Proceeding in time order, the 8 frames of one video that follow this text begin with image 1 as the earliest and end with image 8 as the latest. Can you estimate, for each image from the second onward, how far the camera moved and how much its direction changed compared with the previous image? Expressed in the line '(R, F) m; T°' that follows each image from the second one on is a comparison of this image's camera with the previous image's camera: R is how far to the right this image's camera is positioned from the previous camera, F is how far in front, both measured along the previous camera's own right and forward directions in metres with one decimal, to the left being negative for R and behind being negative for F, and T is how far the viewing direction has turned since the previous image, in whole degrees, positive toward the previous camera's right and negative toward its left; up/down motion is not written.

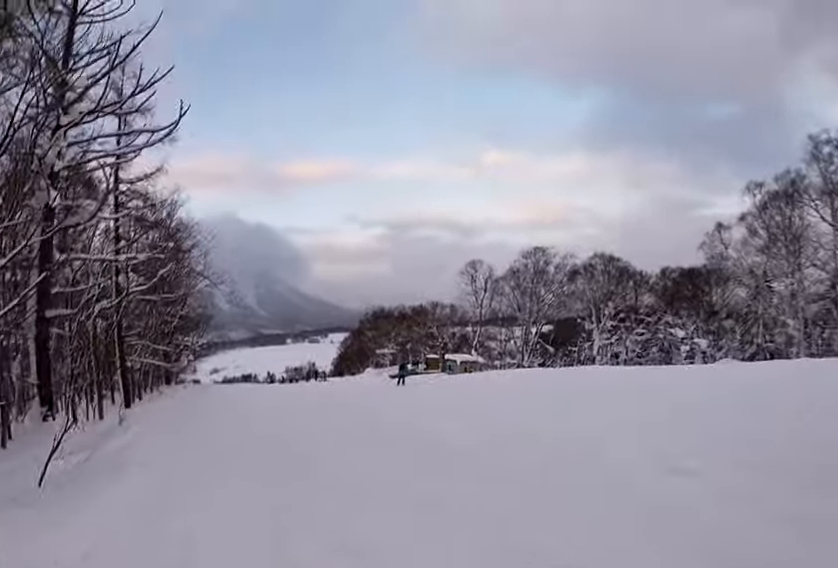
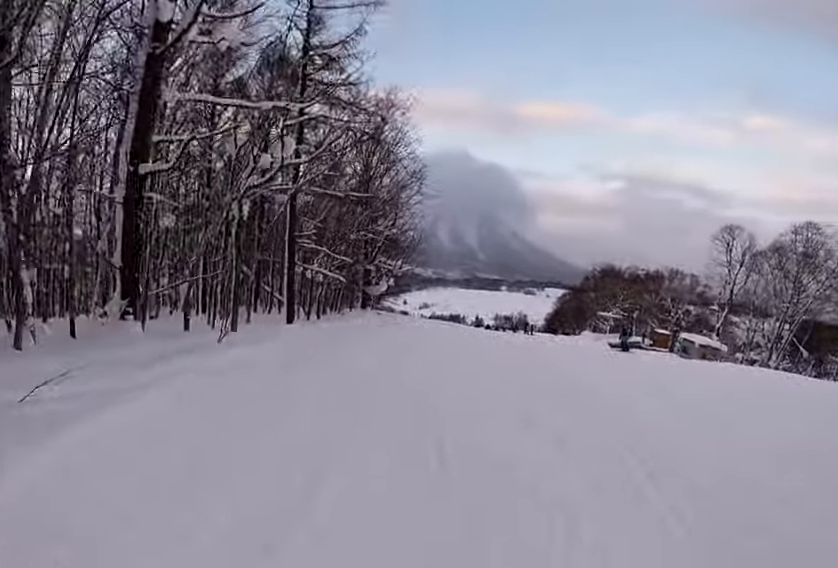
(-1.2, +5.6) m; -10°
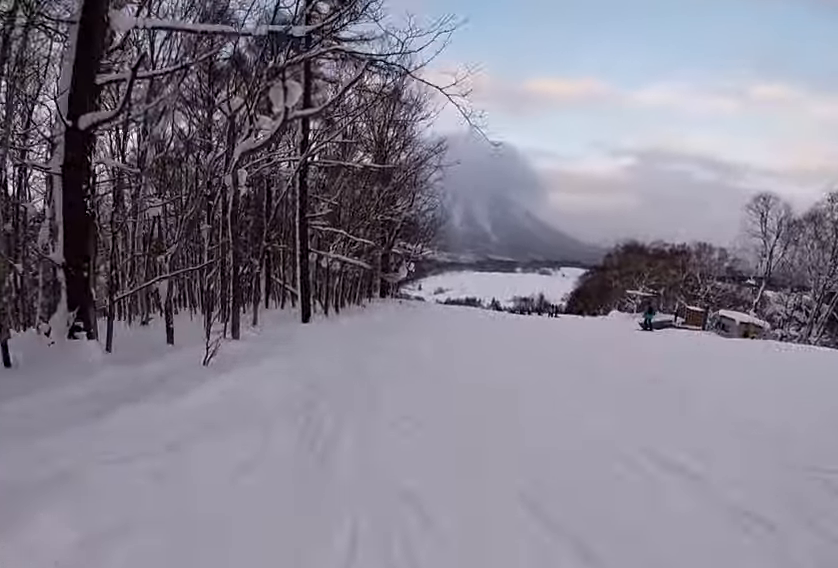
(+0.3, +3.2) m; +1°
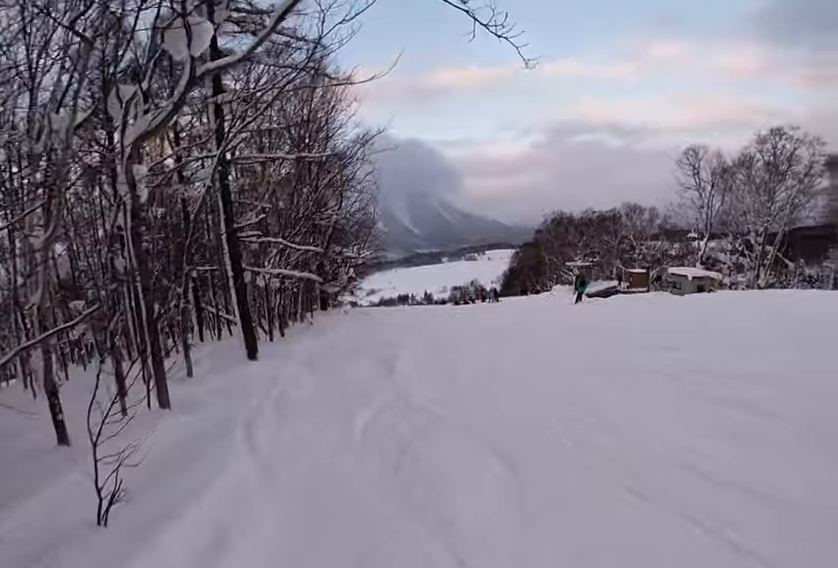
(-0.2, +3.5) m; +3°
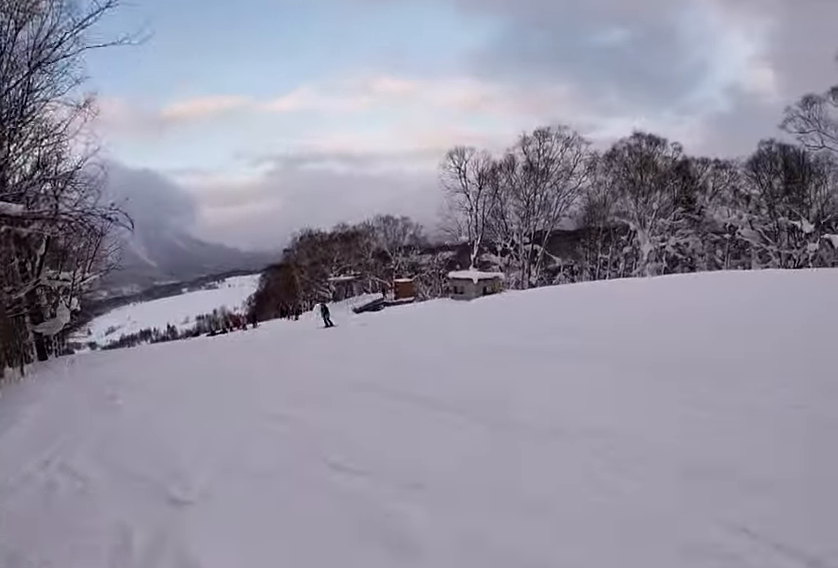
(+1.8, +9.7) m; +17°
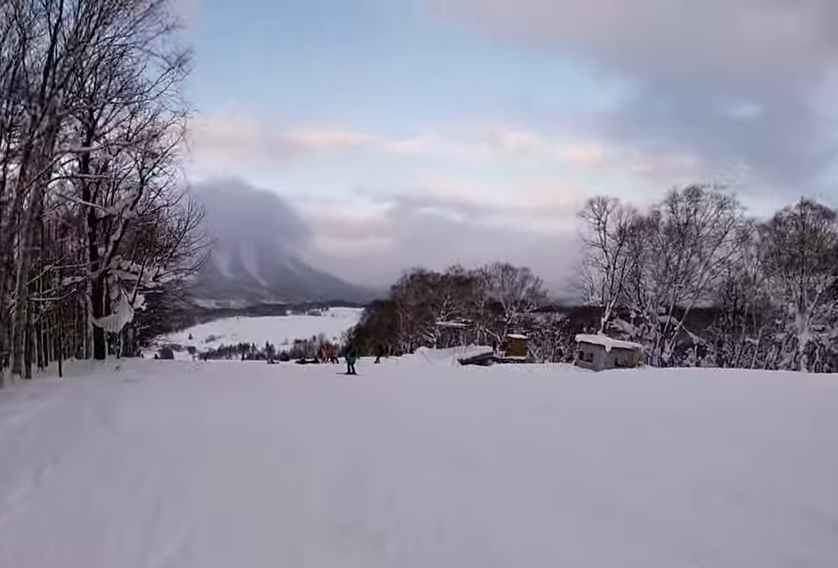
(-0.2, +5.2) m; -16°
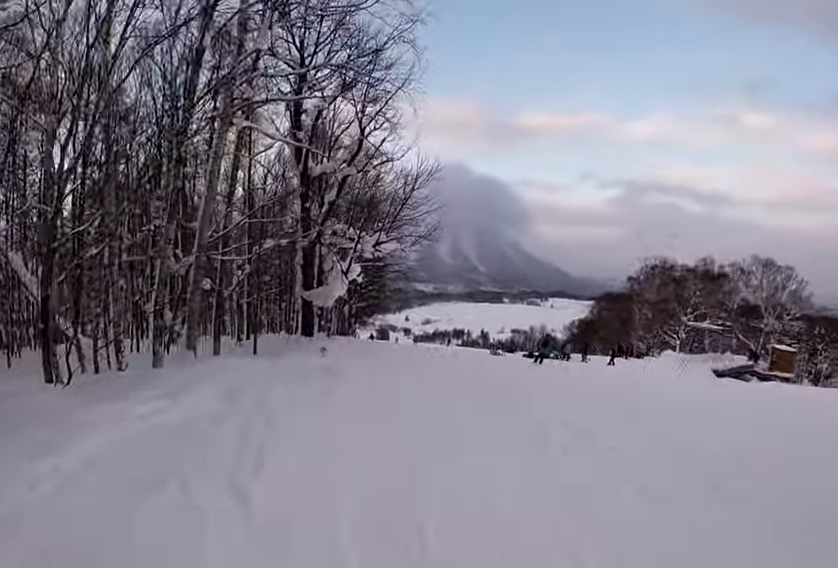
(-1.1, +4.7) m; -8°
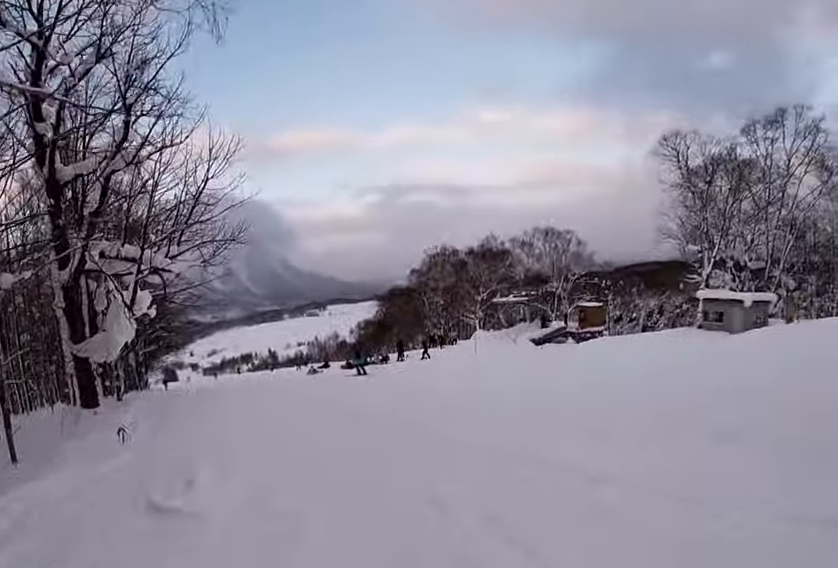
(+0.6, +6.0) m; +12°
